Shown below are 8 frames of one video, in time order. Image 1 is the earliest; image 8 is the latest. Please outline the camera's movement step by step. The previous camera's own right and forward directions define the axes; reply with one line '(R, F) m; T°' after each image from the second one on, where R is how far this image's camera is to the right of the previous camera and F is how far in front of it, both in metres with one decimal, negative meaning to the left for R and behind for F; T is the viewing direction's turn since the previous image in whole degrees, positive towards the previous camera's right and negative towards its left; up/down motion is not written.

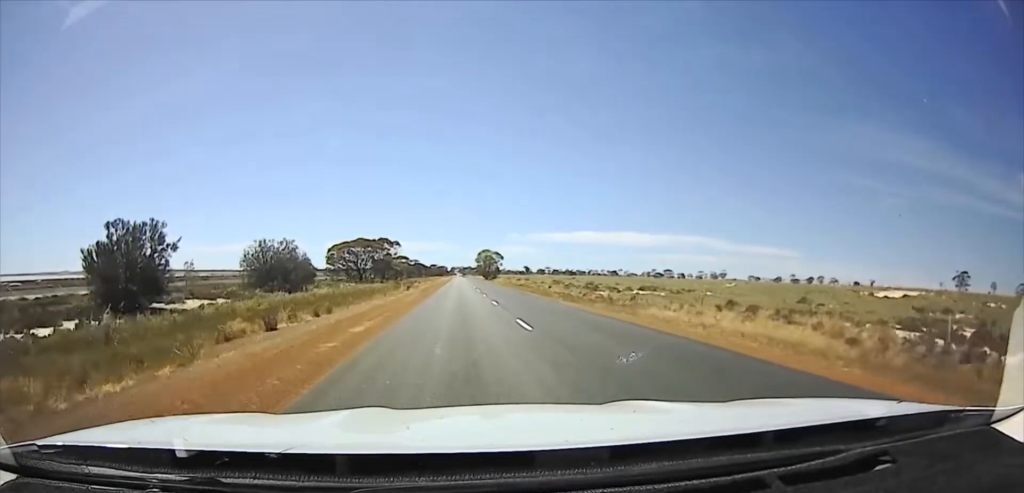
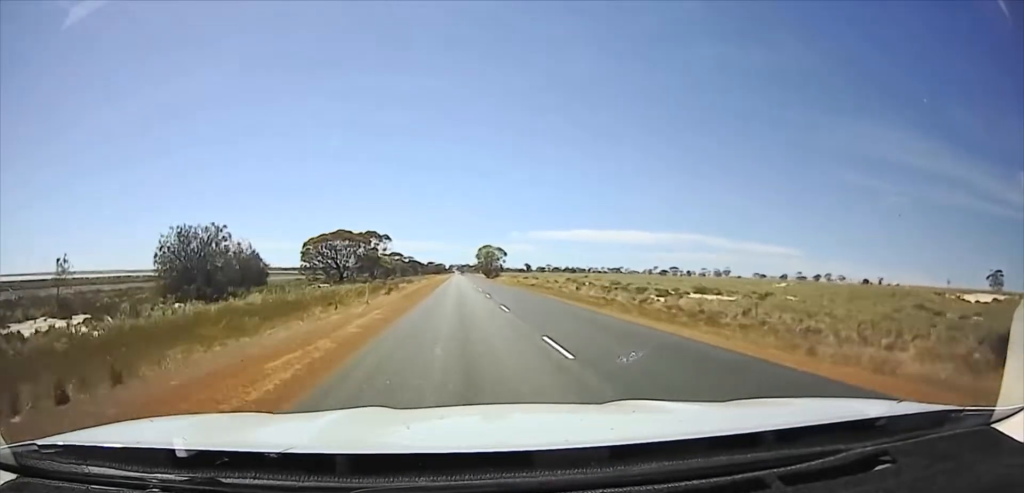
(+0.7, +16.9) m; +2°
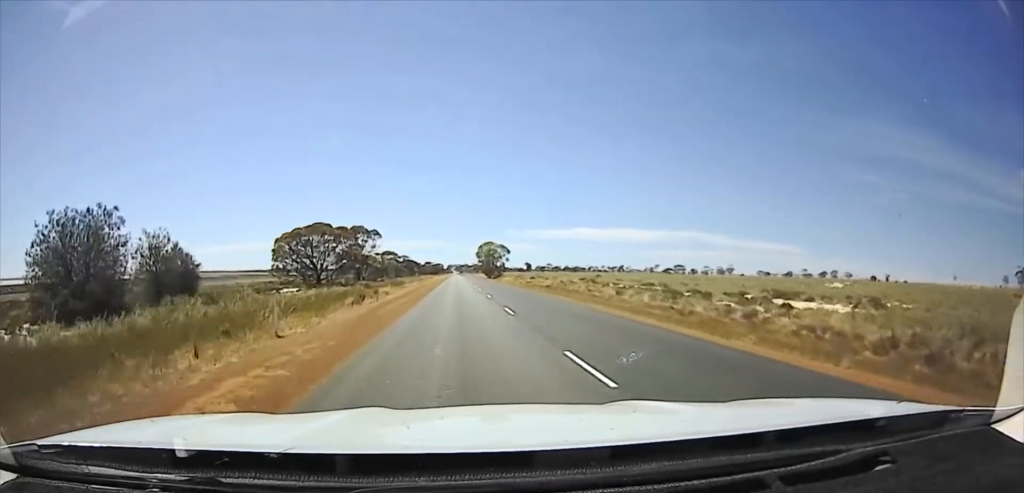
(+0.2, +16.3) m; +1°
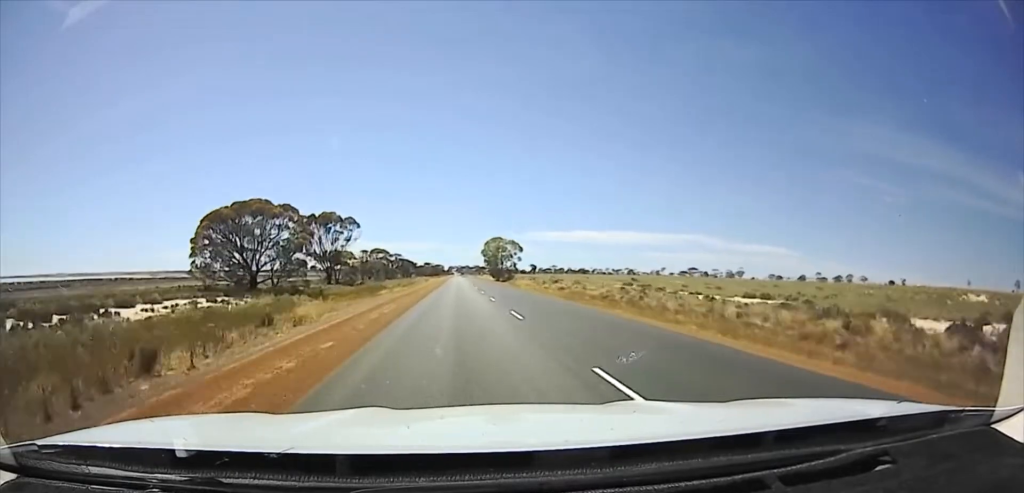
(0.0, +28.7) m; 0°
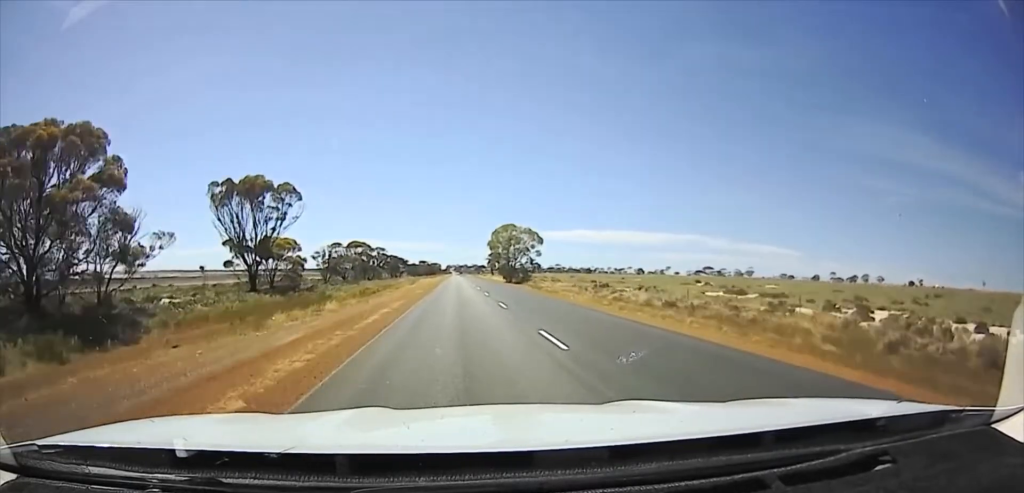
(0.0, +40.5) m; 0°
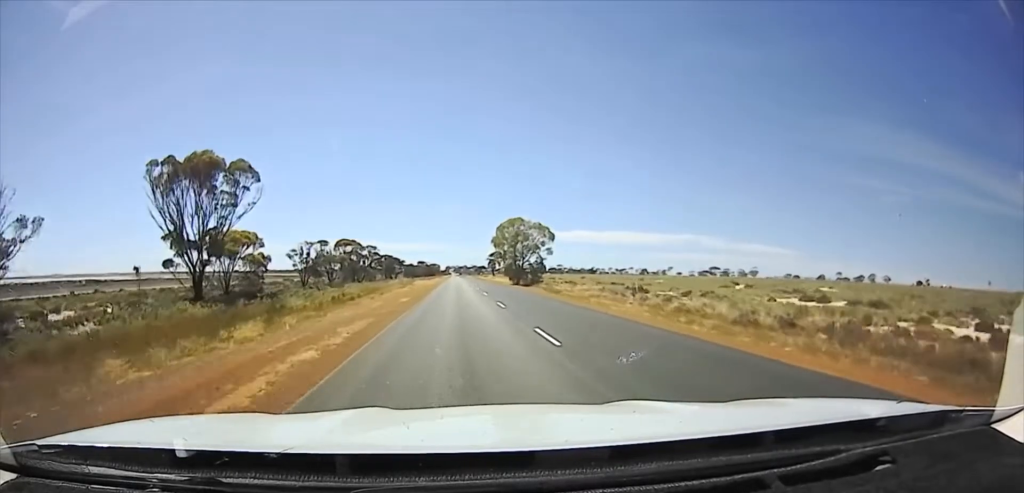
(+0.1, +18.1) m; 0°
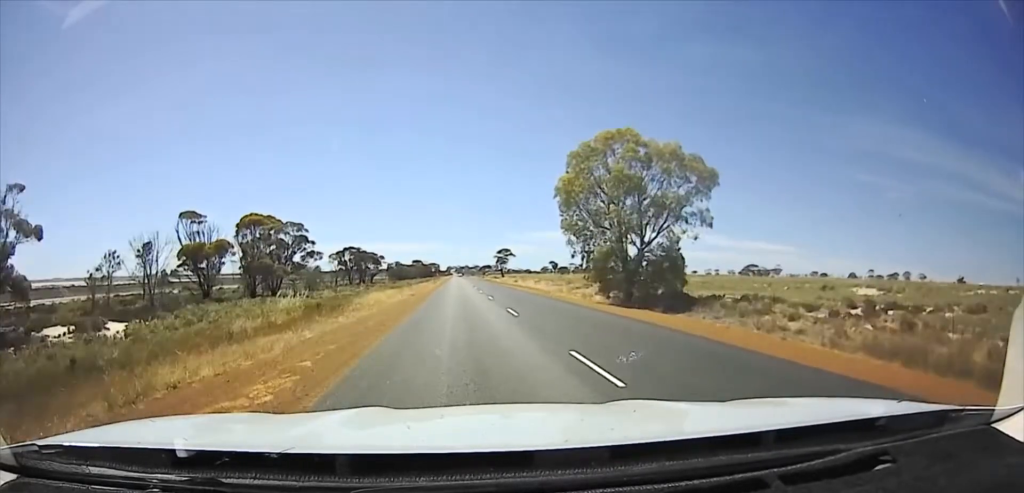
(-1.2, +73.5) m; -1°
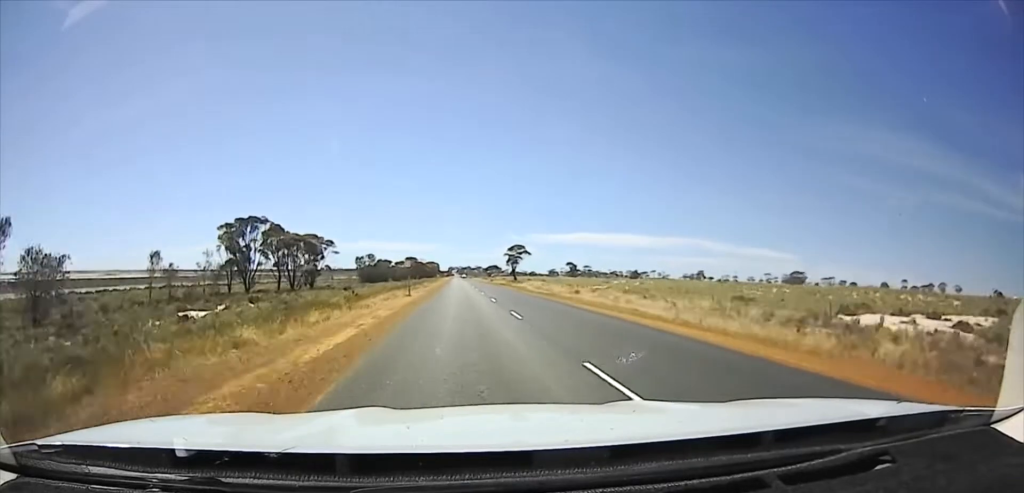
(+0.6, +61.7) m; +1°
